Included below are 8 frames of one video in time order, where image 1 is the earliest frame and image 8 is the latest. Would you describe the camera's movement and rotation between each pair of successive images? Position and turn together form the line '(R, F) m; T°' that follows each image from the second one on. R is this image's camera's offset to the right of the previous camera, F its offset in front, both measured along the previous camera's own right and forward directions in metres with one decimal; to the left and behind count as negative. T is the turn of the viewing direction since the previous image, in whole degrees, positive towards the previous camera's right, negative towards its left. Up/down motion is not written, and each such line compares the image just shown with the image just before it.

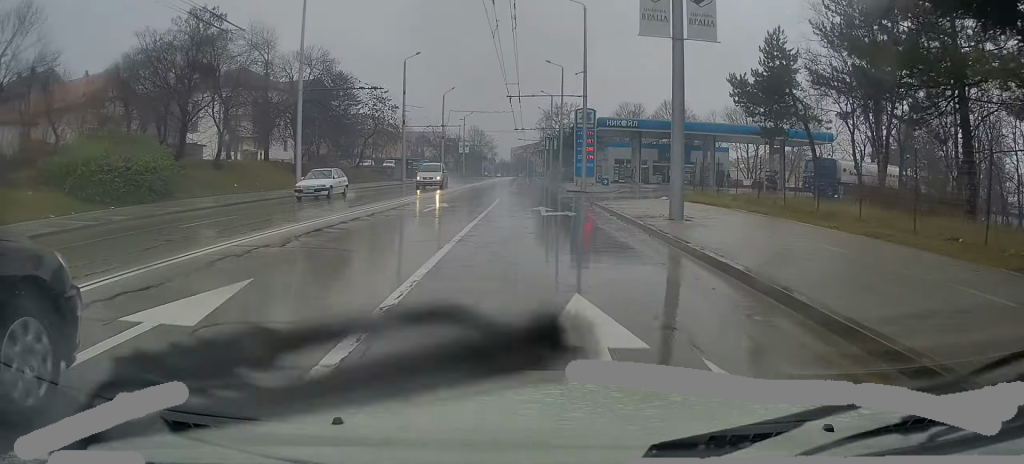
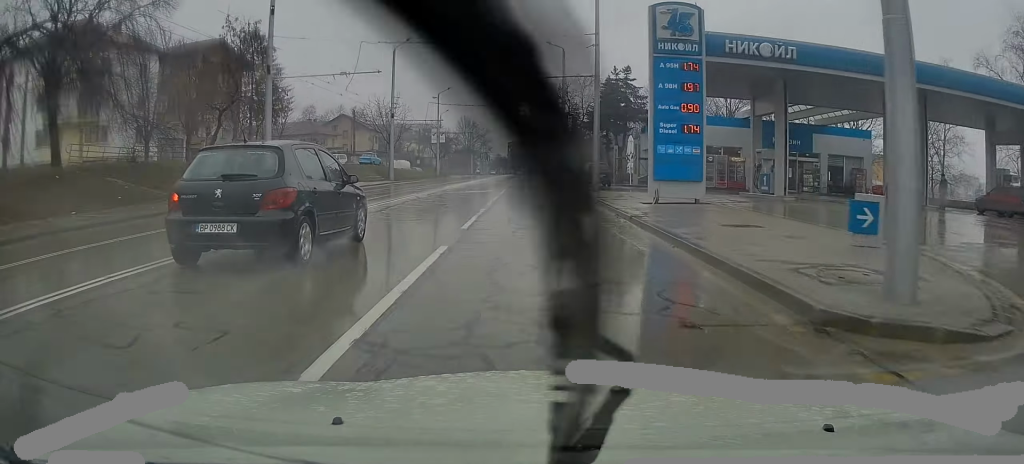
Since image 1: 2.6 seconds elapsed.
(+0.1, +35.8) m; +1°
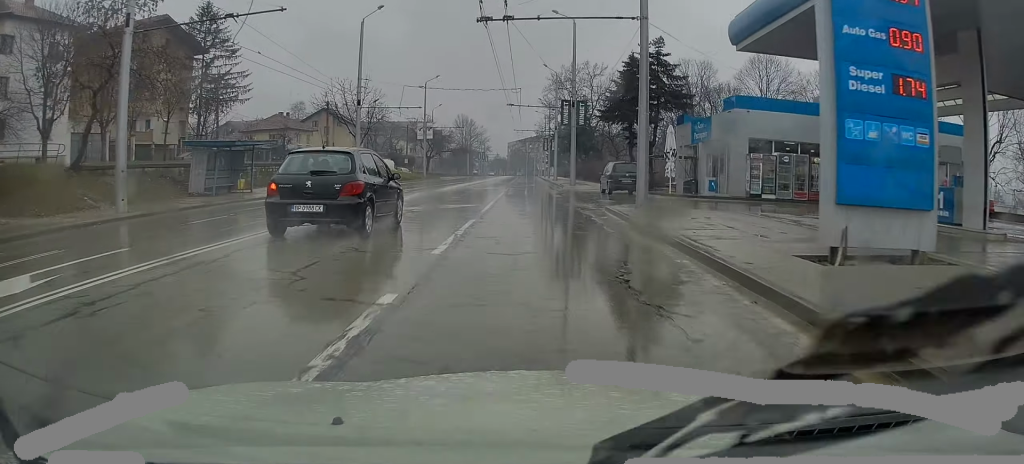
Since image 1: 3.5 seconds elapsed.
(+0.1, +12.7) m; 0°
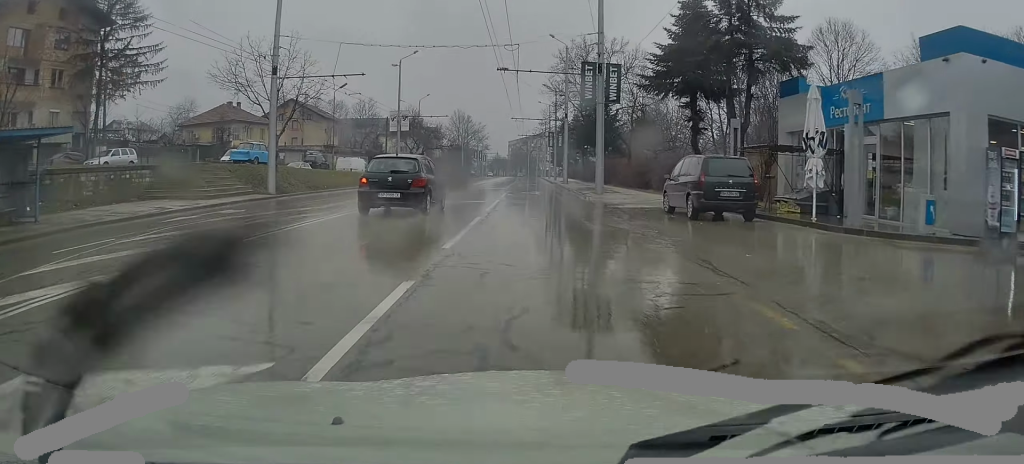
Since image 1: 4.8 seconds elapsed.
(-0.1, +17.1) m; -2°
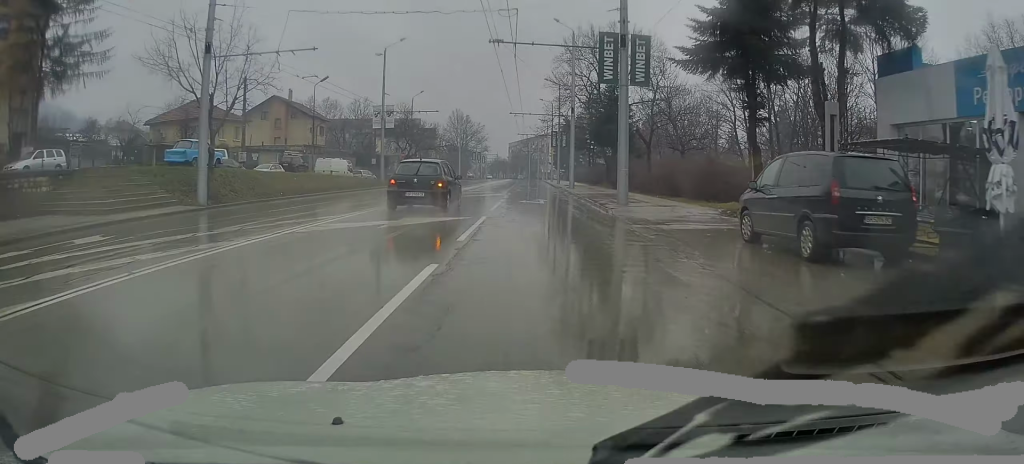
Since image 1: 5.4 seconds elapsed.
(-0.1, +7.5) m; -1°
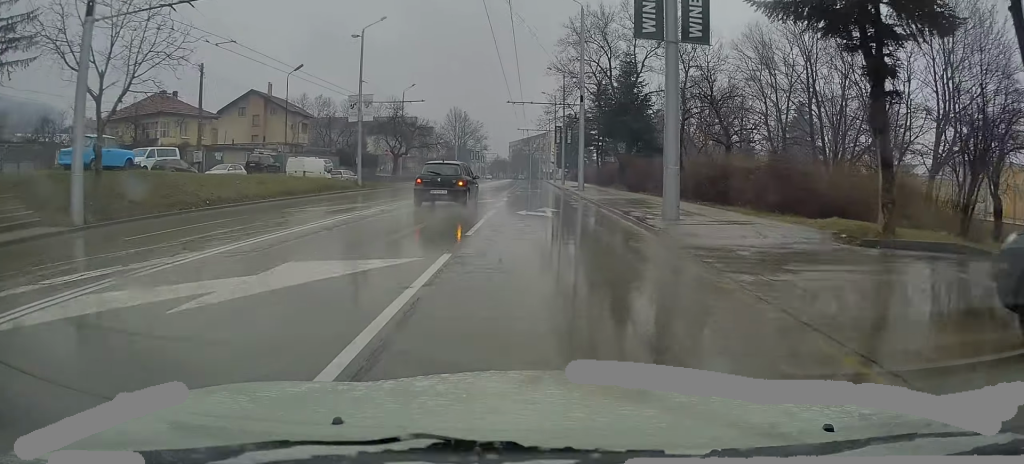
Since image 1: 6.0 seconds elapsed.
(-0.2, +8.1) m; 0°
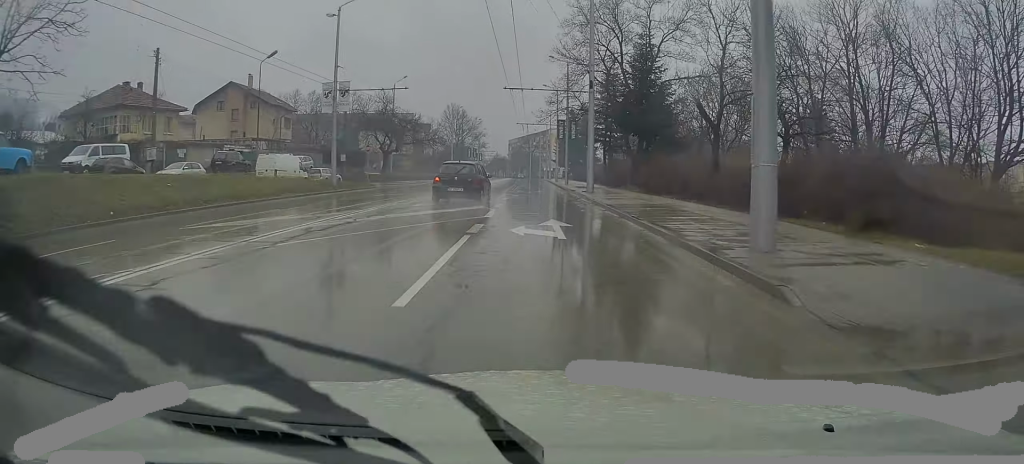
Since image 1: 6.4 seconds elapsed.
(+0.1, +6.4) m; +1°
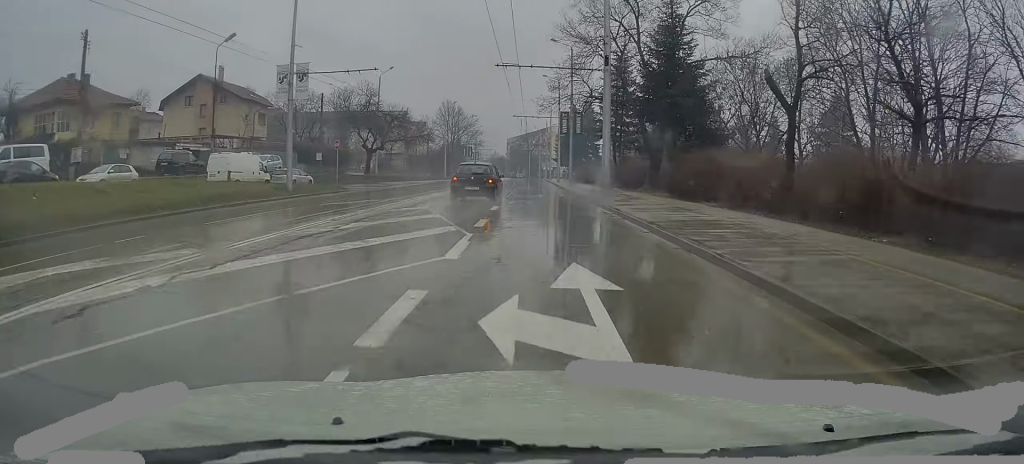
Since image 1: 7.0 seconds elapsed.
(+0.1, +7.9) m; +2°
